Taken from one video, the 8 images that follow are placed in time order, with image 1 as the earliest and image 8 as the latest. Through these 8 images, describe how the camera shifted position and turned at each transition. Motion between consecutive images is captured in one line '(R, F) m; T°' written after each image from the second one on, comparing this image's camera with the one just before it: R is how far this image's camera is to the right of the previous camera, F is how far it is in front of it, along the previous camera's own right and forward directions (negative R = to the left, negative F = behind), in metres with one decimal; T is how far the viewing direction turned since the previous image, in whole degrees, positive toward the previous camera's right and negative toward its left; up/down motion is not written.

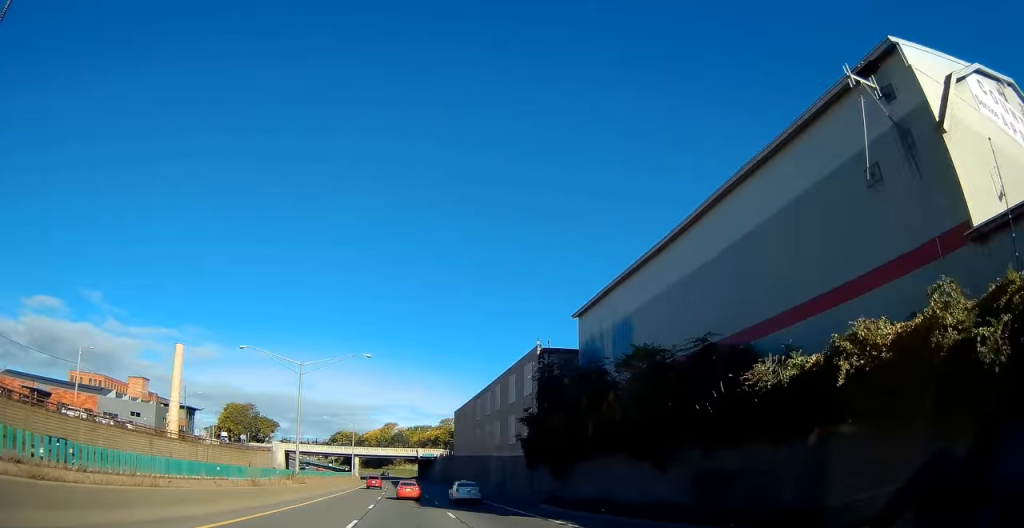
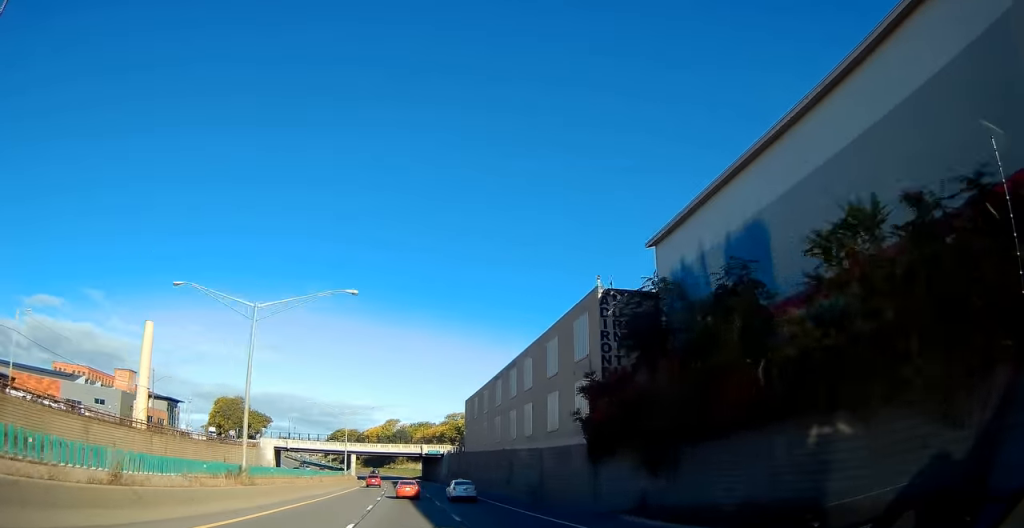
(0.0, +14.2) m; 0°
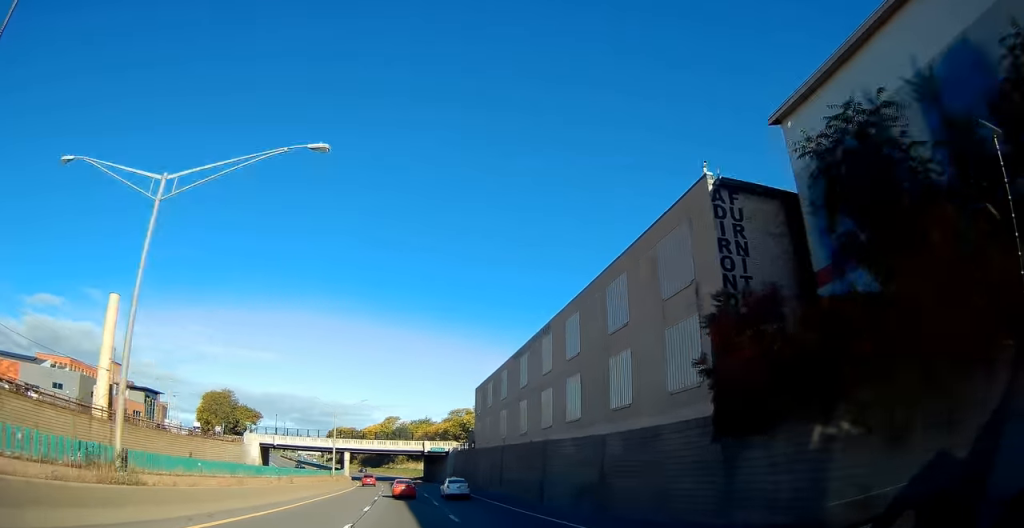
(-0.1, +12.4) m; 0°
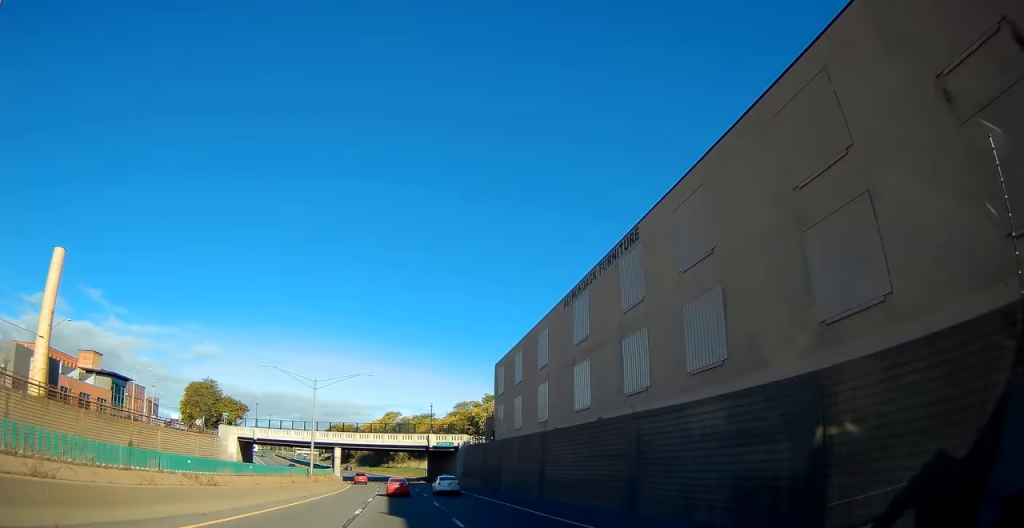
(-0.1, +16.0) m; 0°
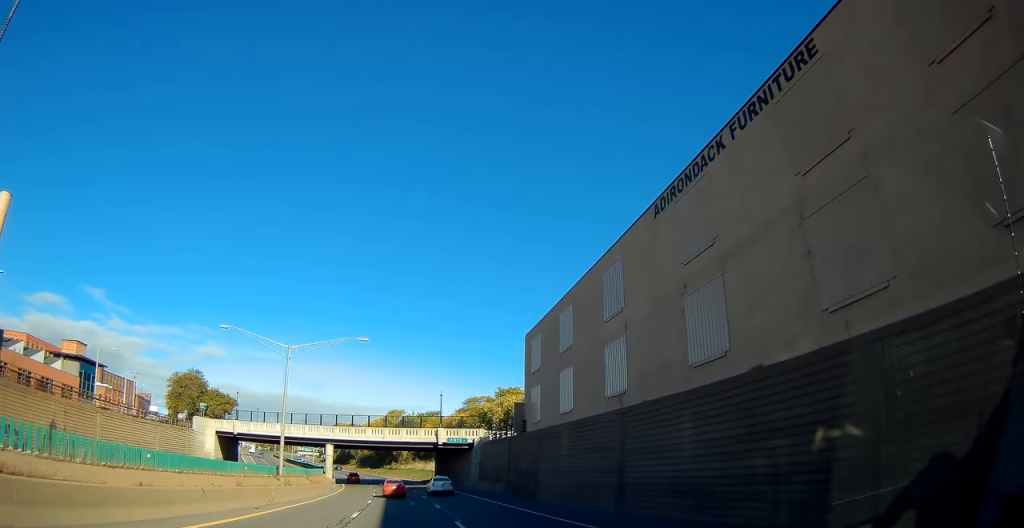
(0.0, +13.4) m; 0°
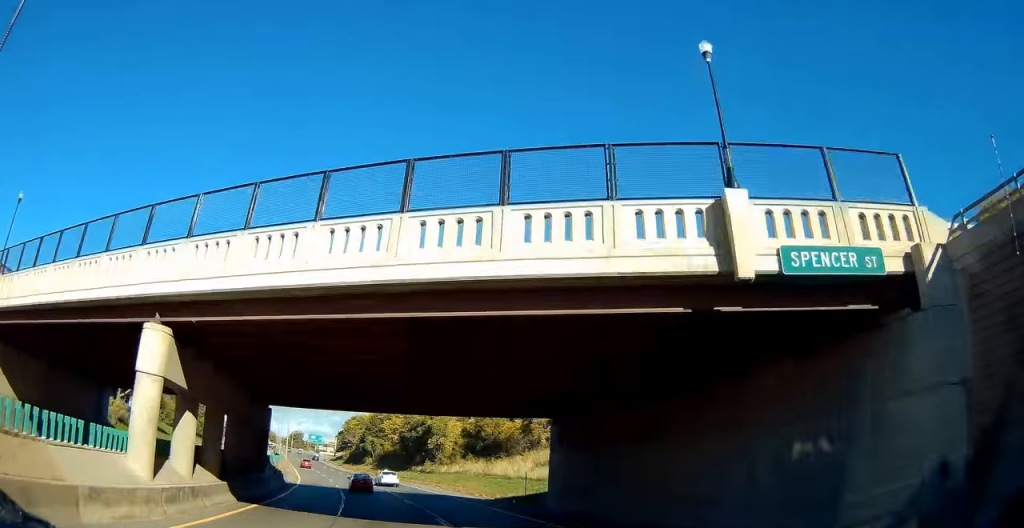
(-0.5, +59.6) m; -1°
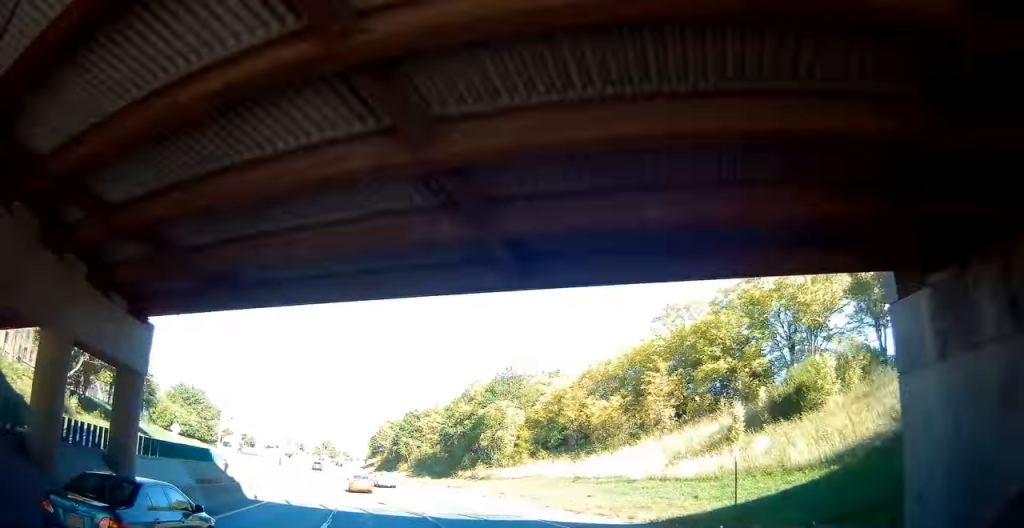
(0.0, +22.6) m; -2°
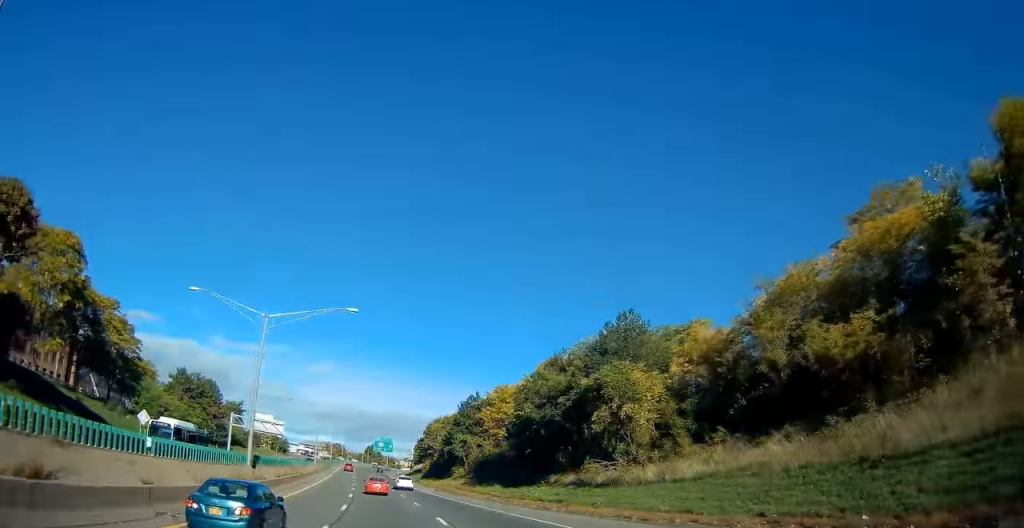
(-1.0, +24.7) m; -5°
